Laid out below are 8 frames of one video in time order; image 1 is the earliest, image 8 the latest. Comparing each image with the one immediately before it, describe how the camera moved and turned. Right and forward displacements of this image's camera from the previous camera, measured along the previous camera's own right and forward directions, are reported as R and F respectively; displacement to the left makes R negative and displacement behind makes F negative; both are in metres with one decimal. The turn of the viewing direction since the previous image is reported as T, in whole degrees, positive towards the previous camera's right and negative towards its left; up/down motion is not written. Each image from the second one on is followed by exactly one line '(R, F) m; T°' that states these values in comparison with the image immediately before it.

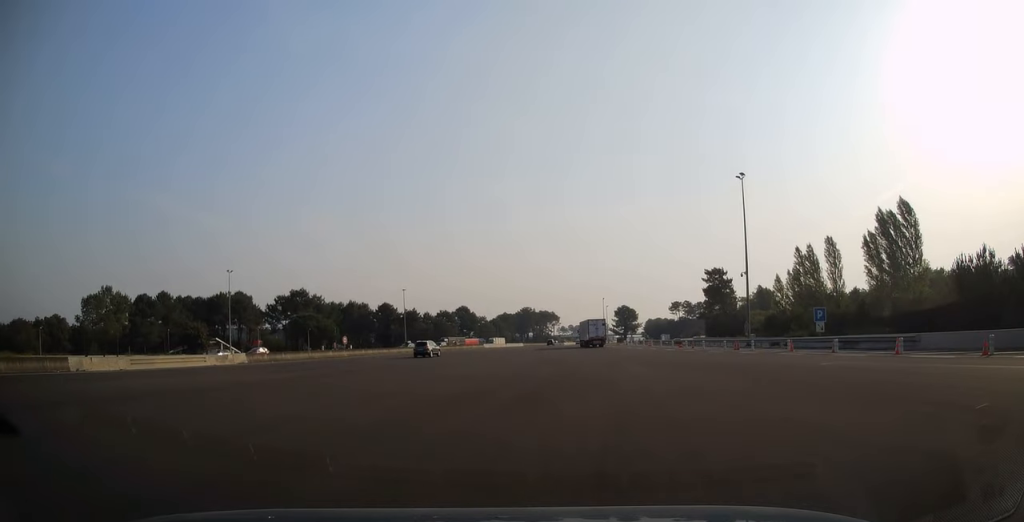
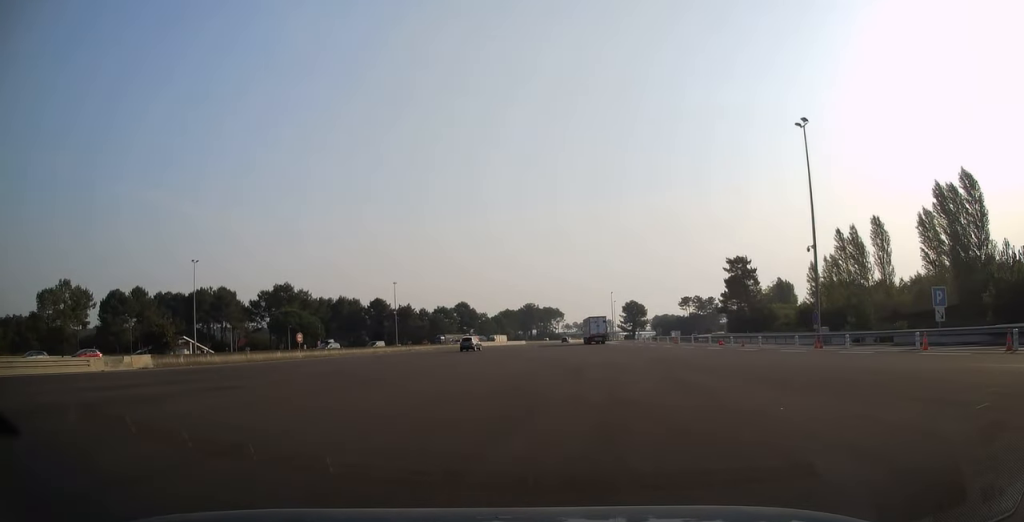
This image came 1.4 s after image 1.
(-0.1, +15.2) m; 0°
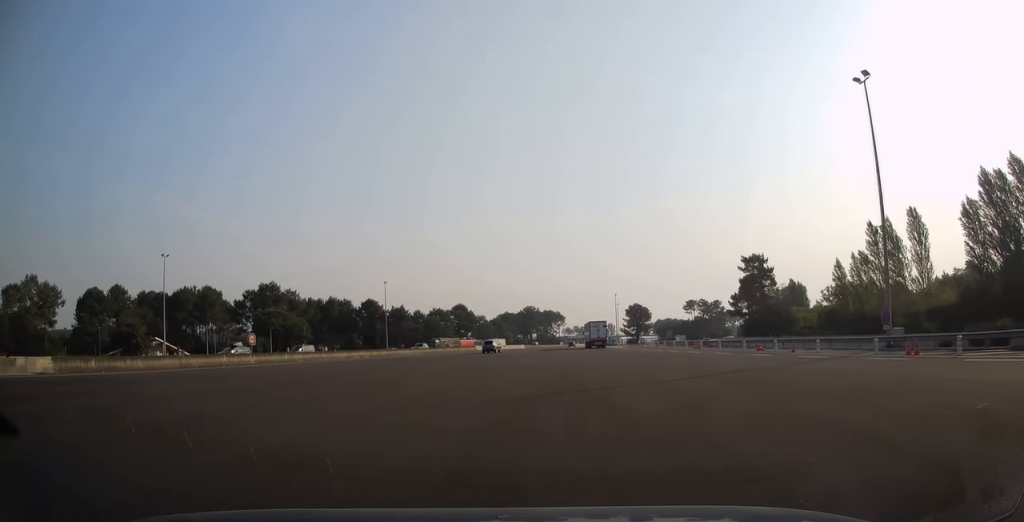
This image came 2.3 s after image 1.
(+0.1, +10.5) m; 0°
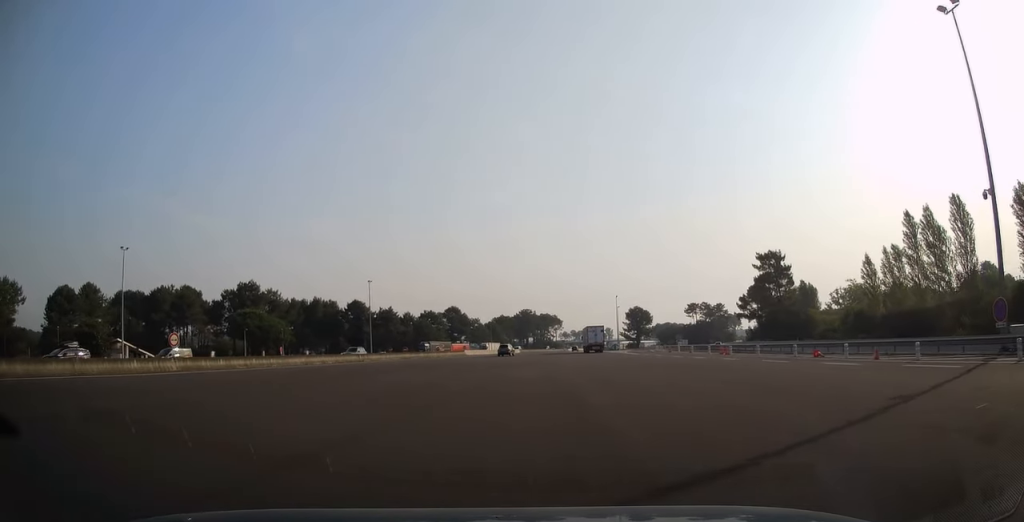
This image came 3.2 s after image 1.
(-0.1, +11.2) m; 0°
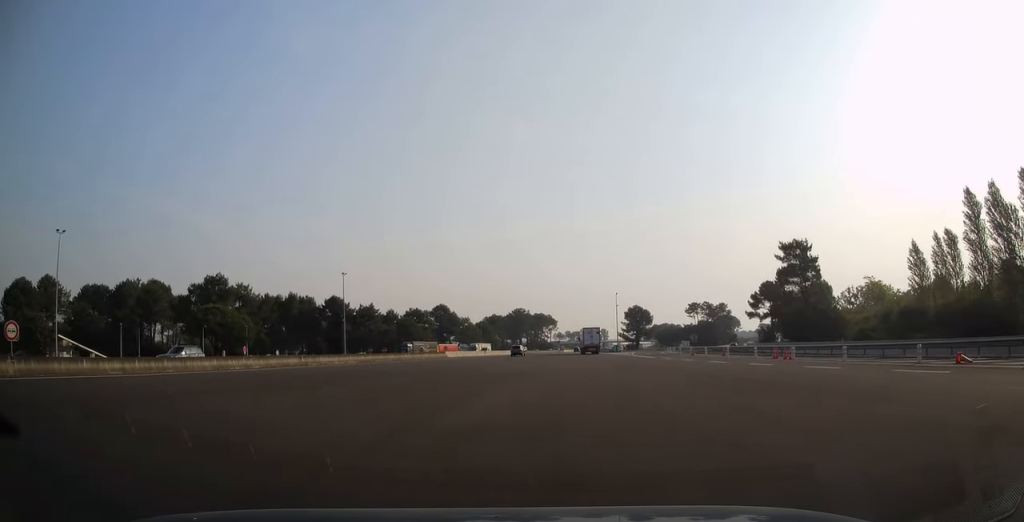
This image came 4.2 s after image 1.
(+0.1, +14.7) m; 0°
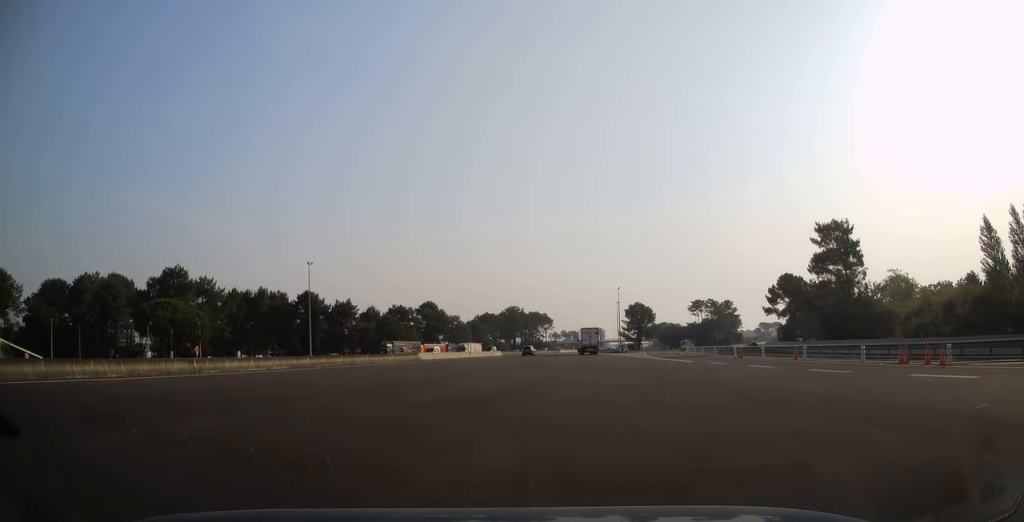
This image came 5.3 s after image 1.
(-0.2, +16.5) m; 0°
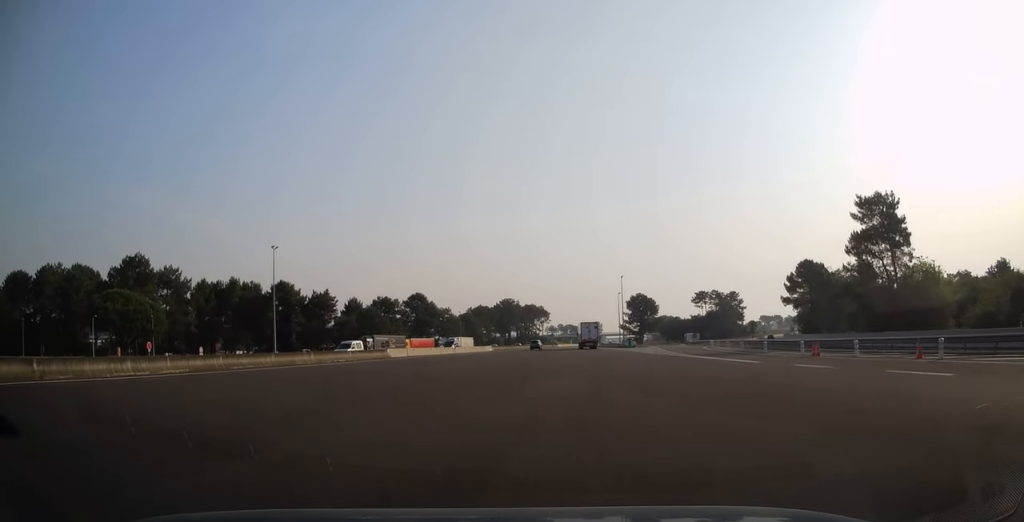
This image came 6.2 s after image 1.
(+0.1, +13.2) m; +1°
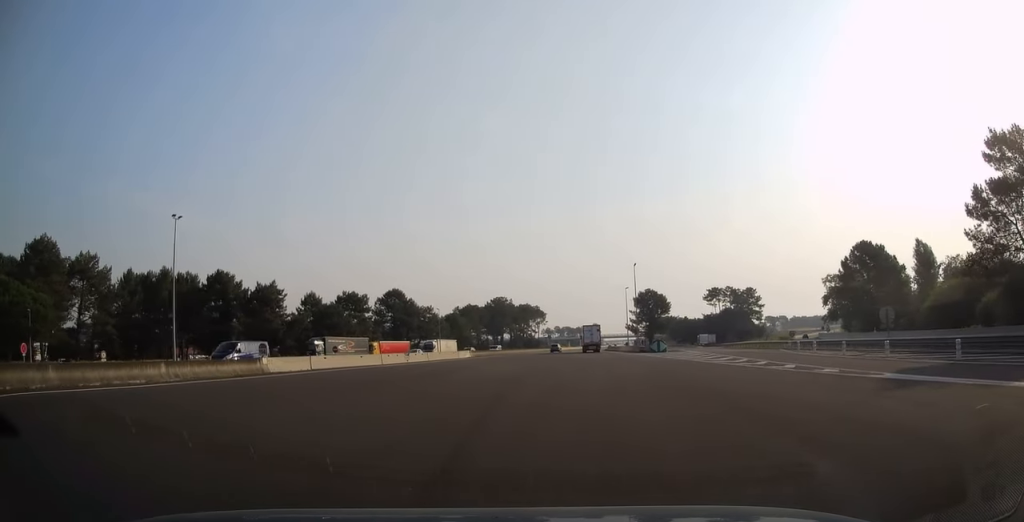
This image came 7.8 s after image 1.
(+0.5, +26.9) m; +1°
